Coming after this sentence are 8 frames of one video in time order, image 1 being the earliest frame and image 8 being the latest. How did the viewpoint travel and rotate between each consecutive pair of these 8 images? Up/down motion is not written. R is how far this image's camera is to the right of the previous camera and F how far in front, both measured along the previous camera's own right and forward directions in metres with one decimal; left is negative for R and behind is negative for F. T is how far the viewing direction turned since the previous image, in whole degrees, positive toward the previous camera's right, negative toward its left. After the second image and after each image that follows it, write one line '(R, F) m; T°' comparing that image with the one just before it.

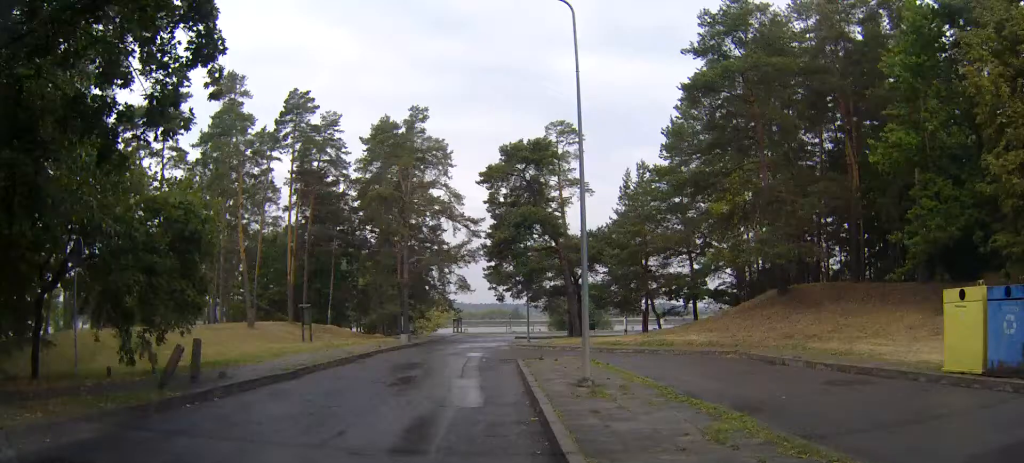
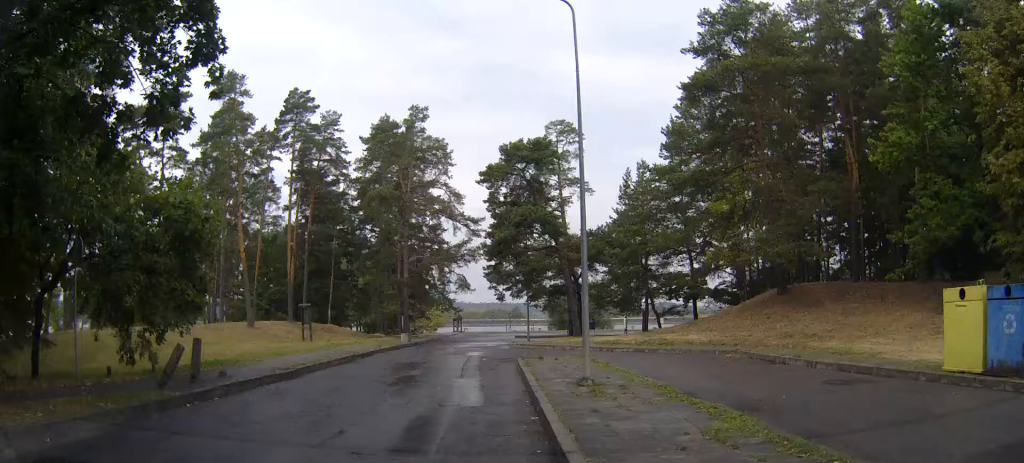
(0.0, 0.0) m; 0°
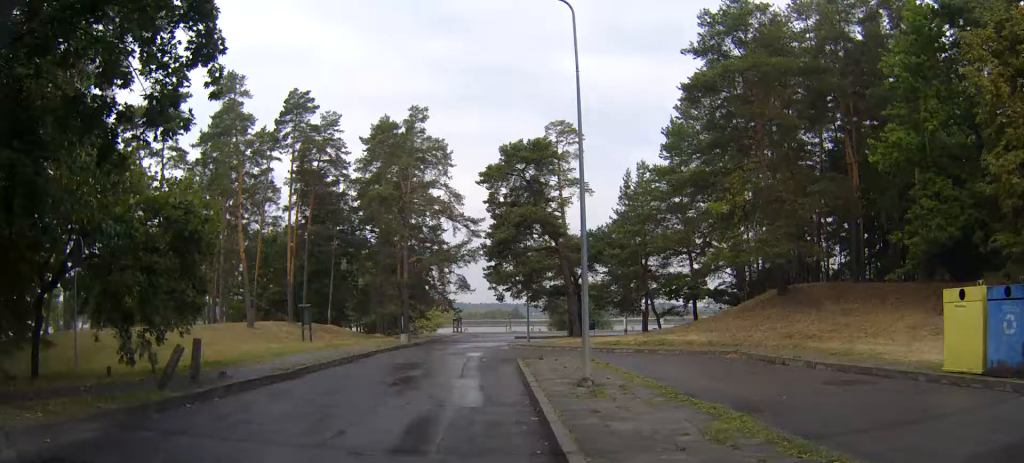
(0.0, 0.0) m; 0°
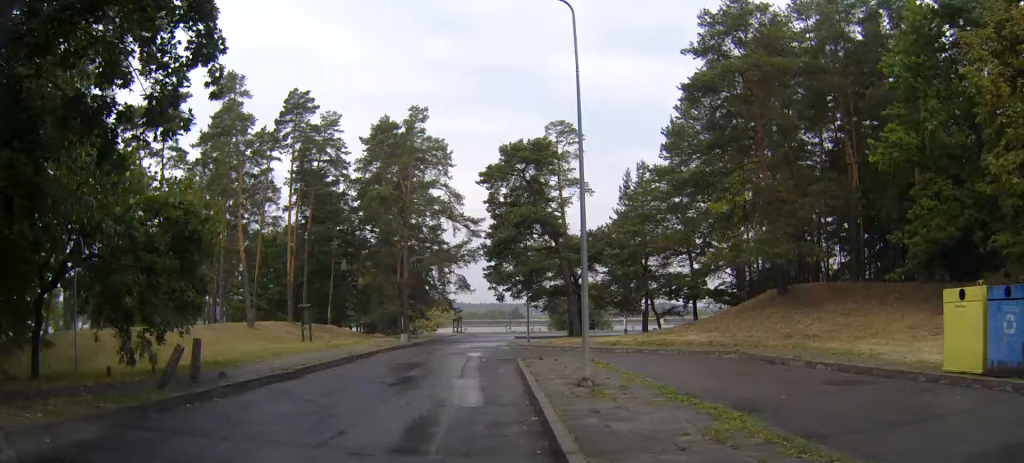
(0.0, 0.0) m; 0°
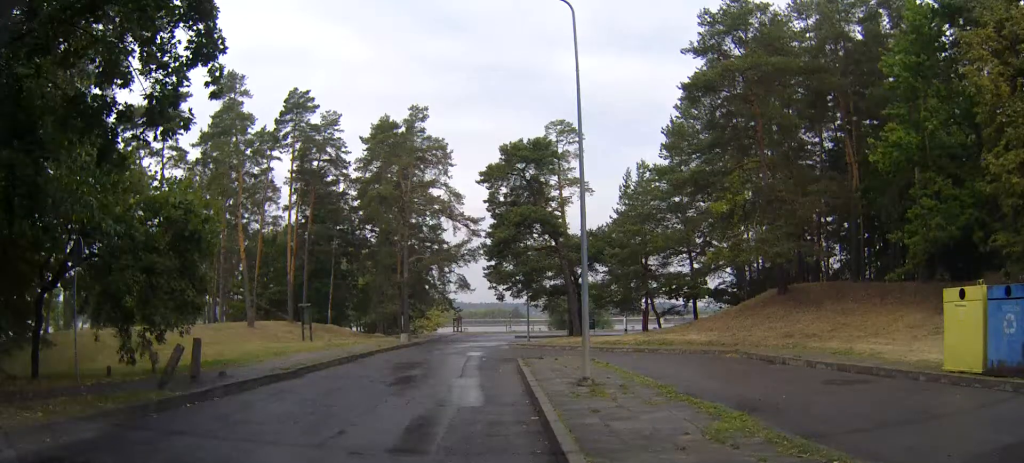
(0.0, 0.0) m; 0°
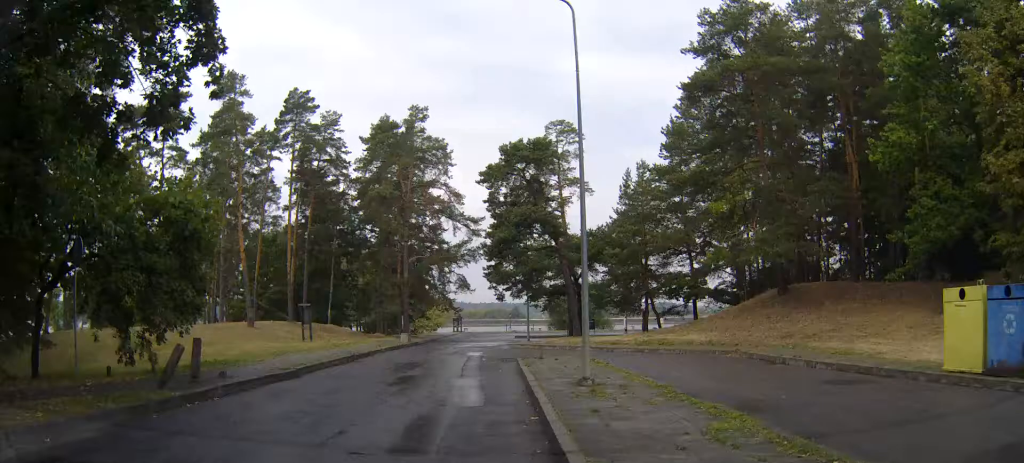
(0.0, 0.0) m; 0°
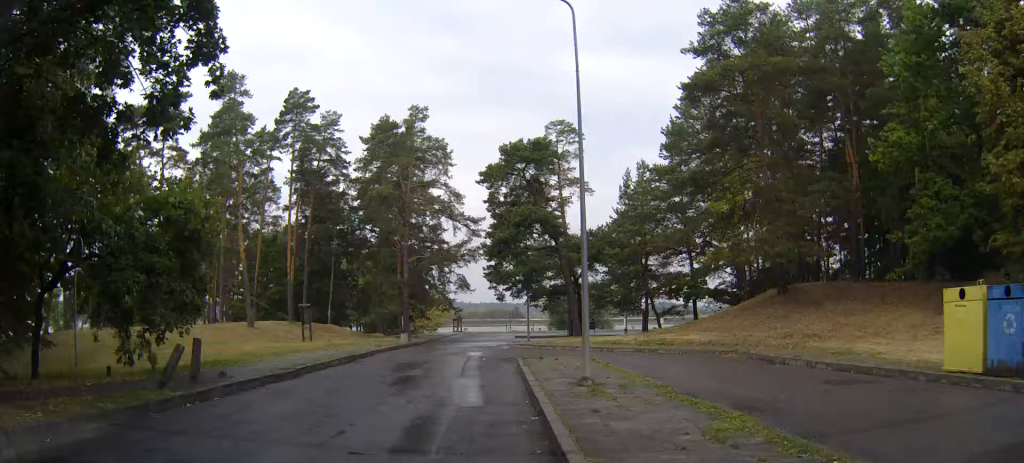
(0.0, 0.0) m; 0°
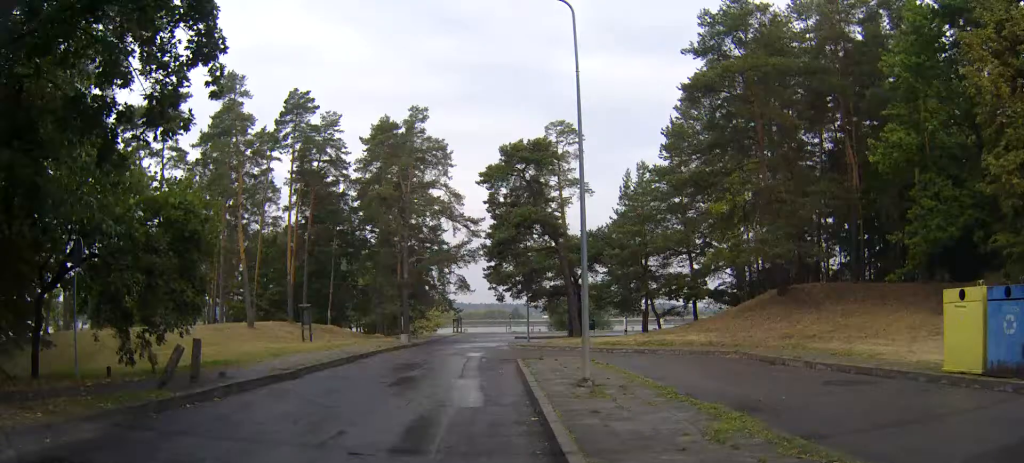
(0.0, 0.0) m; 0°
